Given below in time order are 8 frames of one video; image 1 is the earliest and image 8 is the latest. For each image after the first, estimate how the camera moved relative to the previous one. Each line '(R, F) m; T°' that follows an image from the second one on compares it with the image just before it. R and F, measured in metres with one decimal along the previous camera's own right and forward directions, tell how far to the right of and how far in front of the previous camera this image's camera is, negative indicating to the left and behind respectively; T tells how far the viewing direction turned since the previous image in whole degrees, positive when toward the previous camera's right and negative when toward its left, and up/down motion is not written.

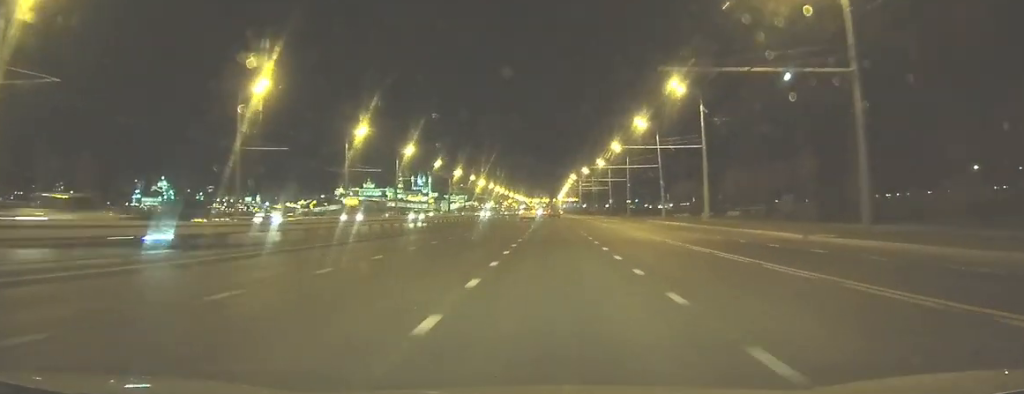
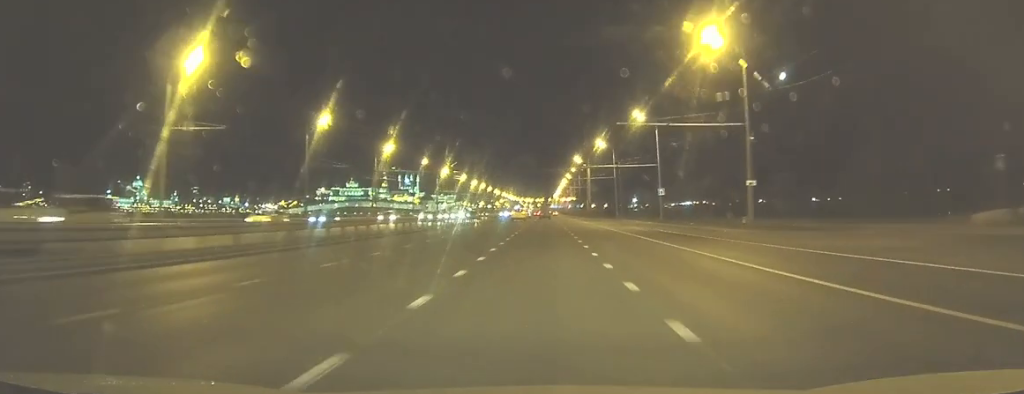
(-0.3, +71.6) m; 0°
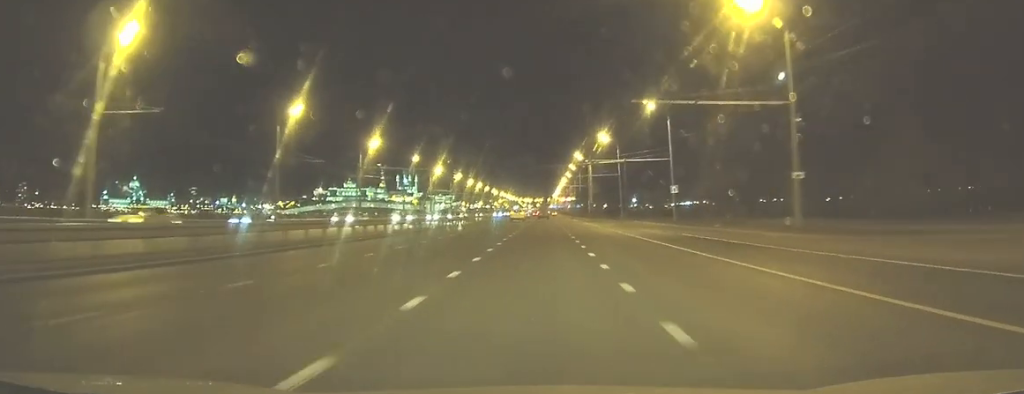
(0.0, +8.2) m; 0°
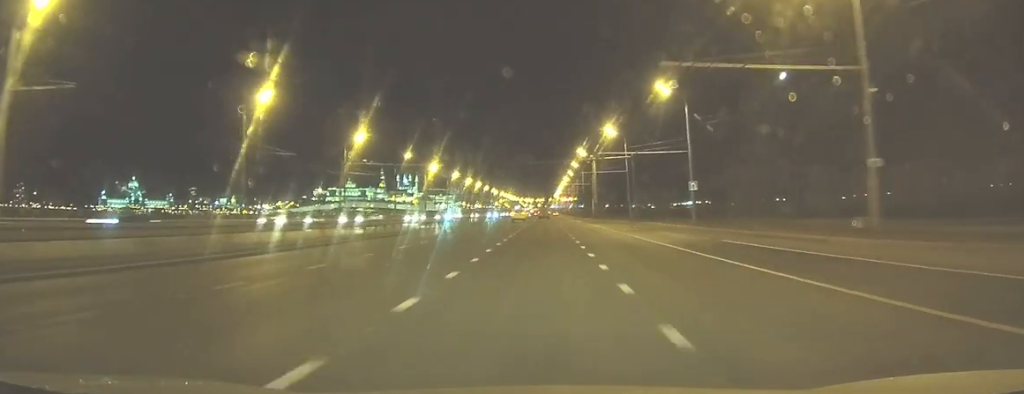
(0.0, +8.2) m; 0°
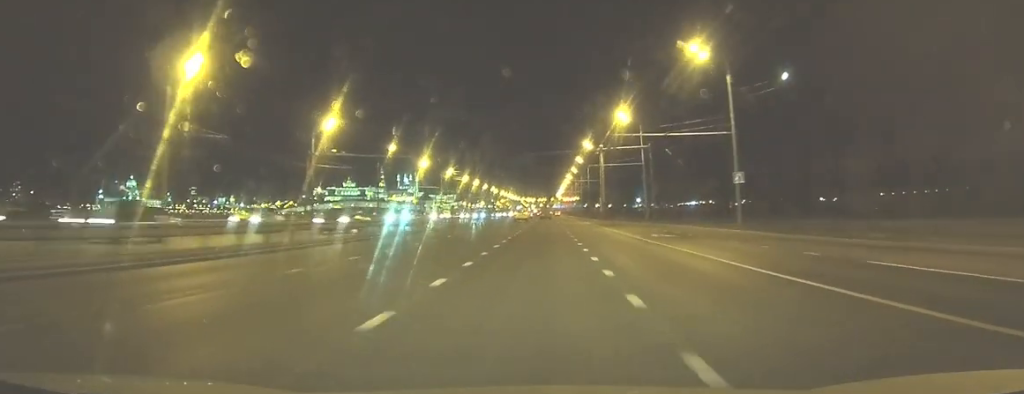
(0.0, +13.4) m; 0°
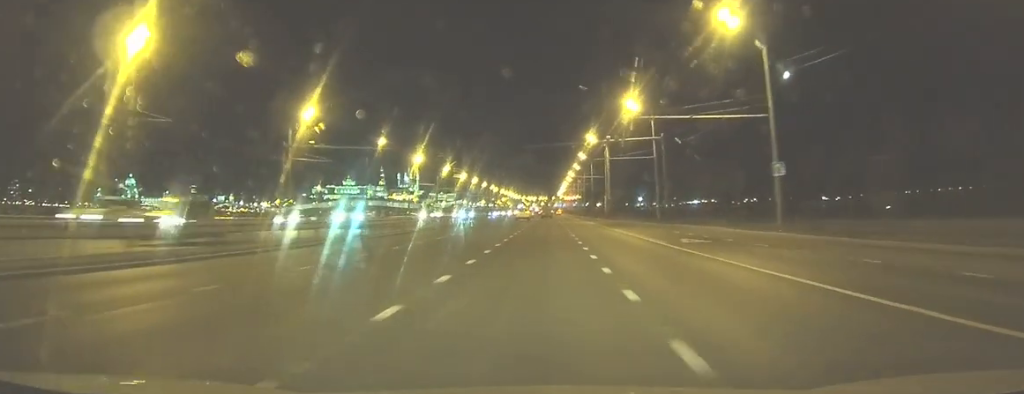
(0.0, +7.5) m; 0°
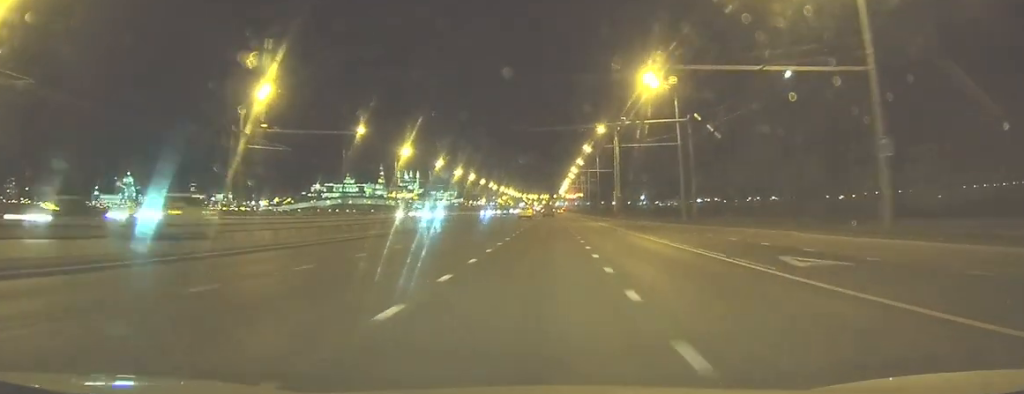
(0.0, +12.1) m; 0°
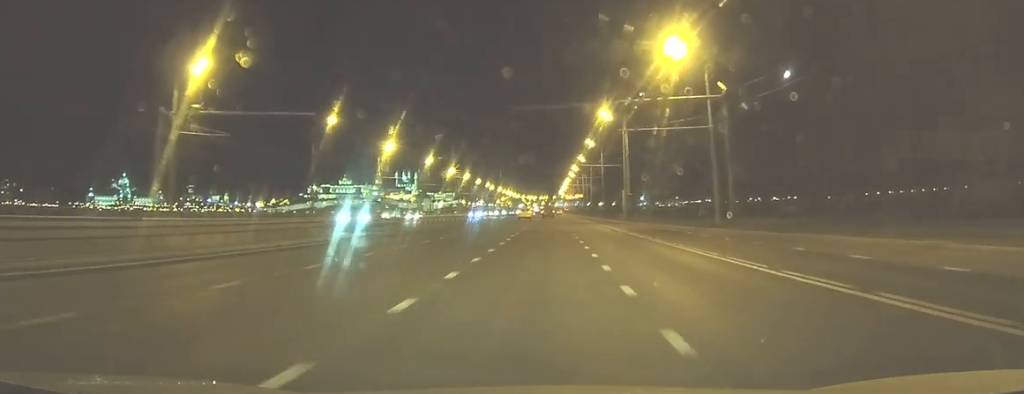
(0.0, +11.5) m; 0°
